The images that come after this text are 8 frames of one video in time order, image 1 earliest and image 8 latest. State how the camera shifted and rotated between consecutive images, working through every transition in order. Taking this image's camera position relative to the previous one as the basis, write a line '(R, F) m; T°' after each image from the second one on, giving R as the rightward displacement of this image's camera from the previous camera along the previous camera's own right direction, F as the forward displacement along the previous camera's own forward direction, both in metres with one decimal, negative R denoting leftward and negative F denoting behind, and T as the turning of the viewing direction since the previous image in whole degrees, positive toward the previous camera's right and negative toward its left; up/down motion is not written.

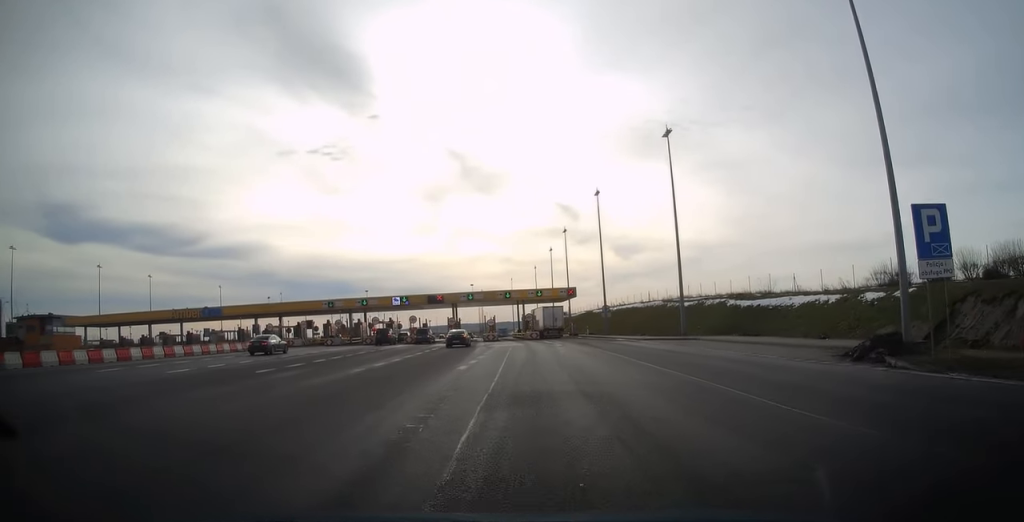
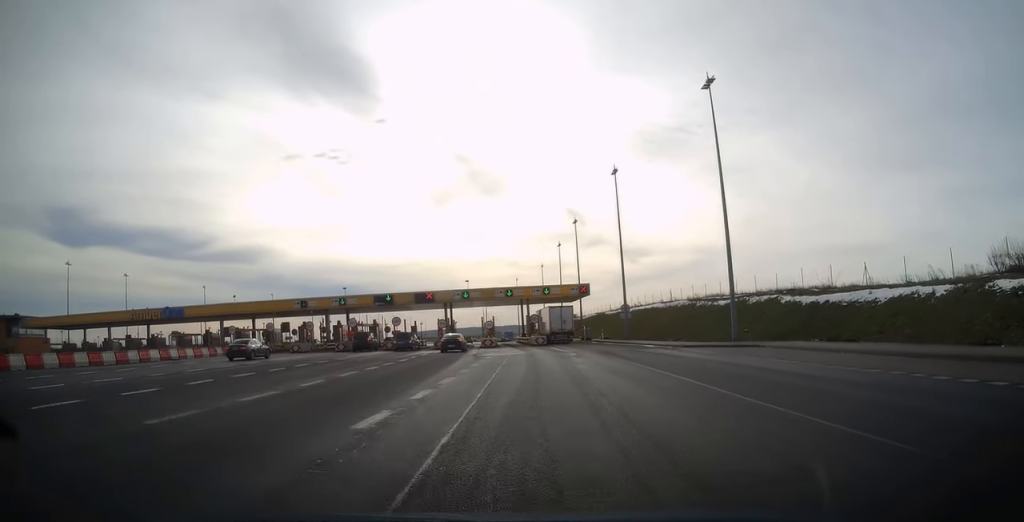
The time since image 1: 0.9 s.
(0.0, +12.2) m; 0°
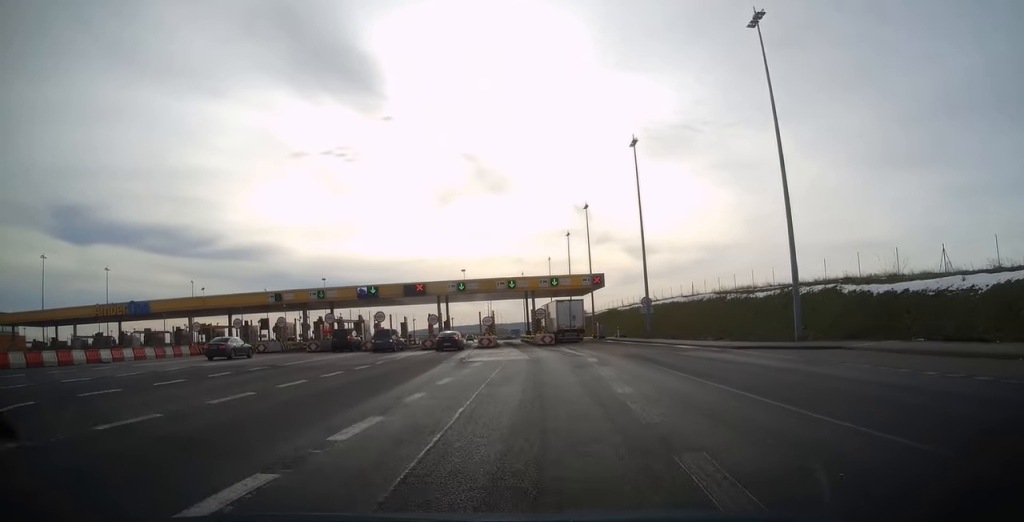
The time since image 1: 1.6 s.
(0.0, +9.3) m; -1°
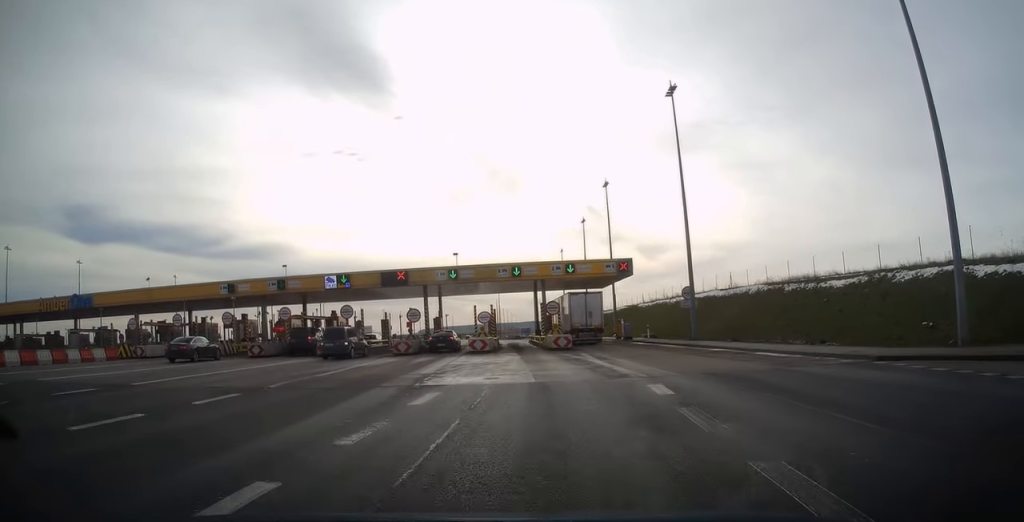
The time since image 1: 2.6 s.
(-0.1, +12.8) m; -1°
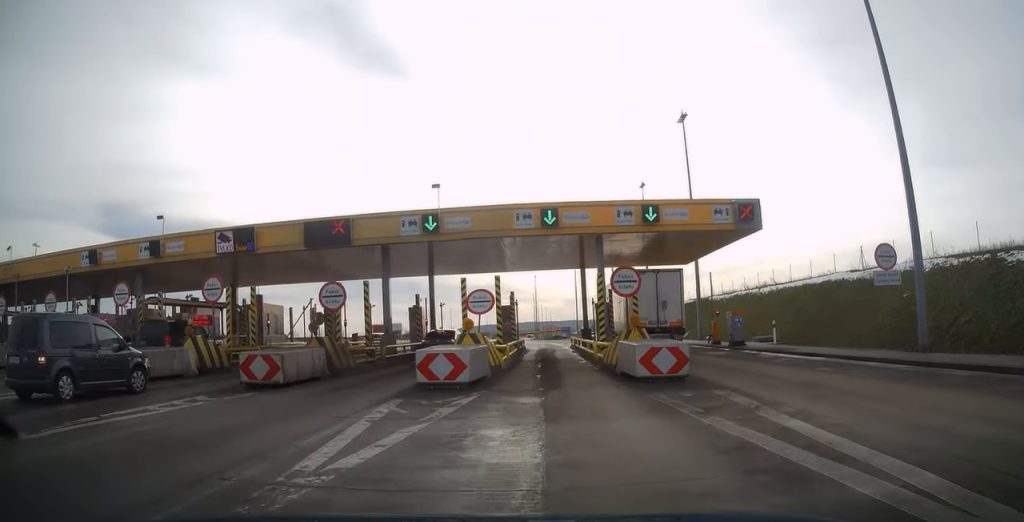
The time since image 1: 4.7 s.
(-0.6, +23.7) m; -3°
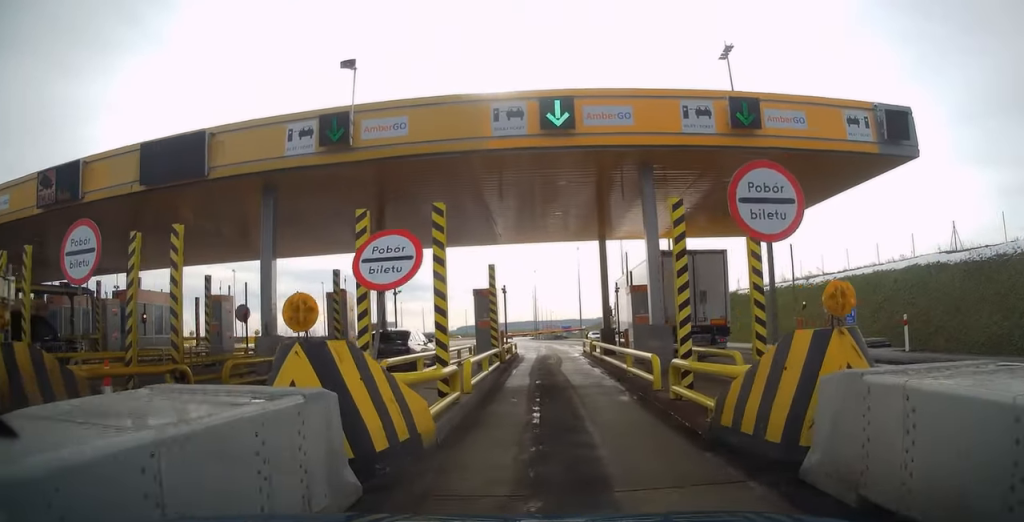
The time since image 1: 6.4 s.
(-0.1, +13.8) m; -1°
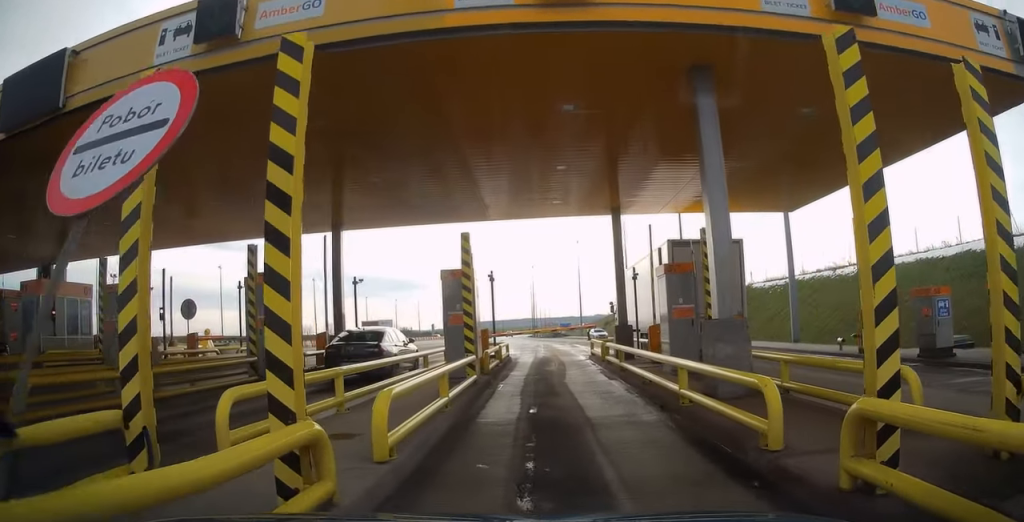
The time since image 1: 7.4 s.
(-0.1, +6.2) m; 0°
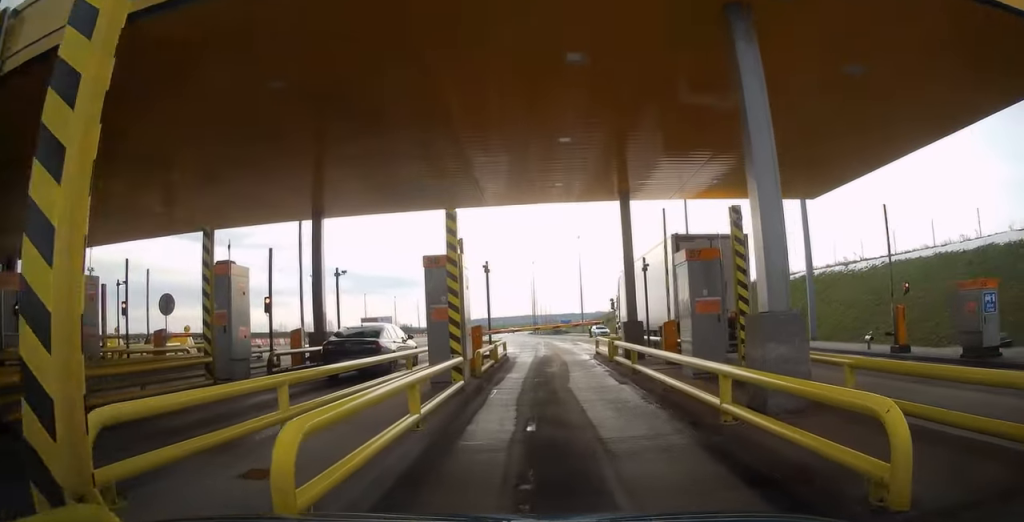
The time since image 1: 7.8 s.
(0.0, +2.0) m; 0°
